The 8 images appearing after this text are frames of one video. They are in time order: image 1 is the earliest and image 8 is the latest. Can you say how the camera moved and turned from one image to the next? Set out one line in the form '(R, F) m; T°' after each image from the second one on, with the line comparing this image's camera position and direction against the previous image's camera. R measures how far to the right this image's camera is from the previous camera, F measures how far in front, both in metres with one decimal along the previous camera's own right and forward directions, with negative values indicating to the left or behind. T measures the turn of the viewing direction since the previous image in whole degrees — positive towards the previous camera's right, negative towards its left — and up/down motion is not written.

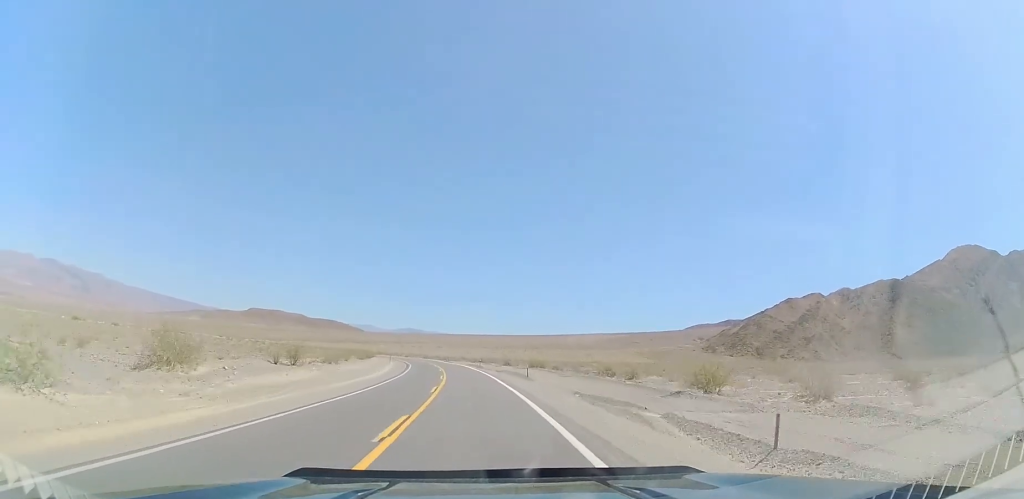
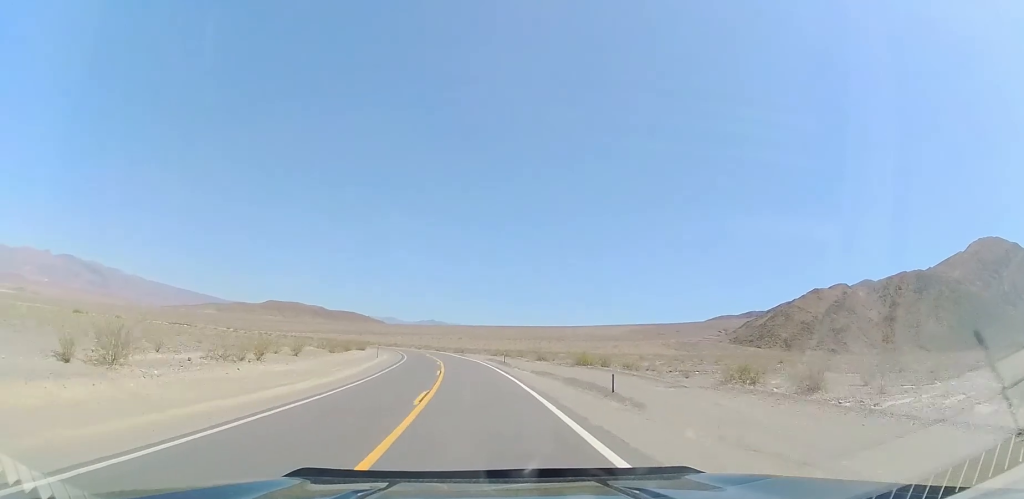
(-0.5, +23.0) m; -3°
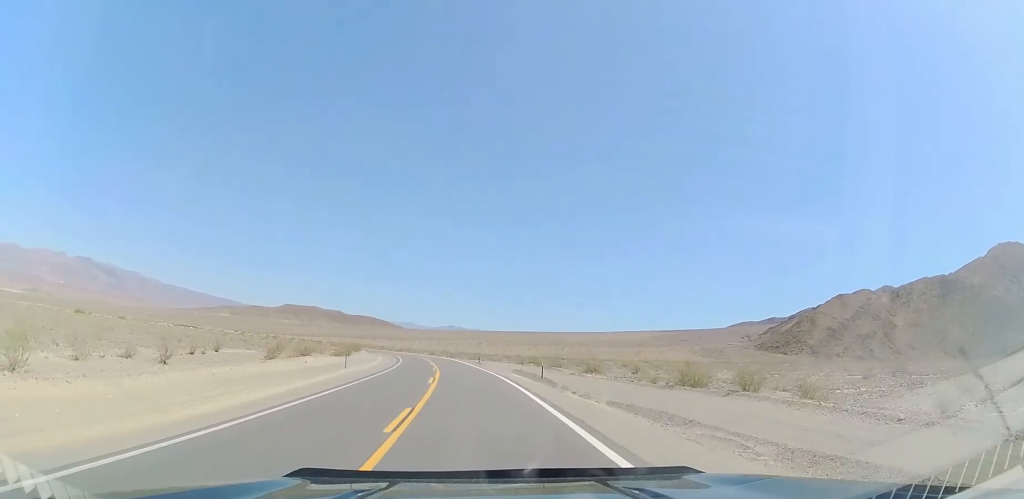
(-0.4, +19.7) m; -1°
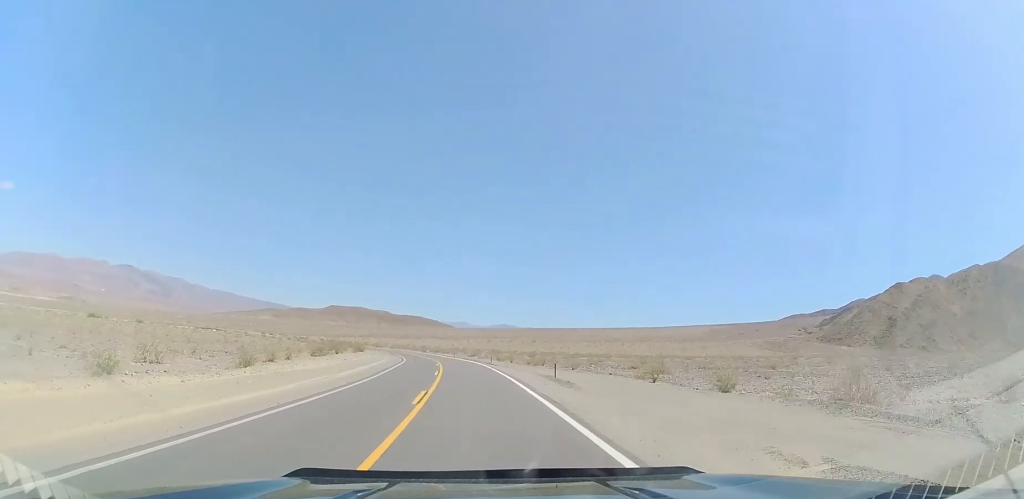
(-1.0, +38.2) m; -4°
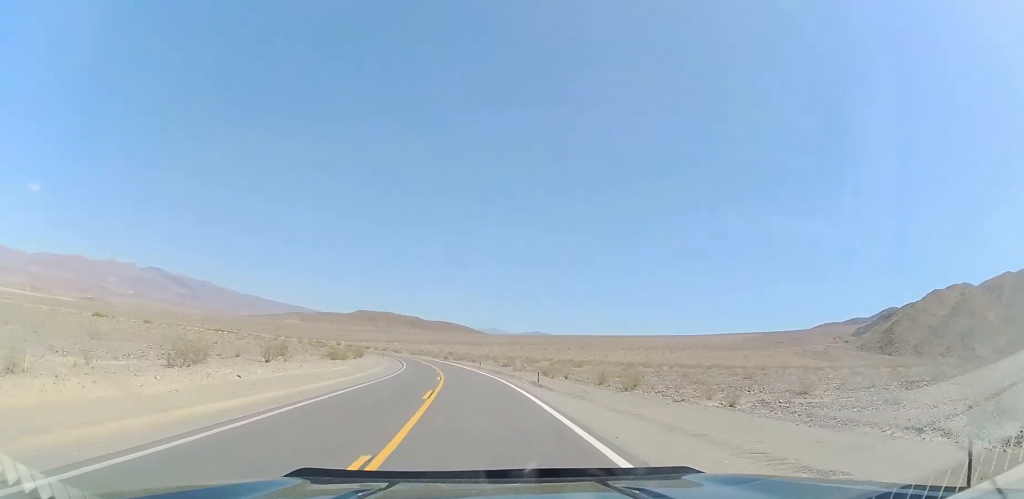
(-1.1, +26.9) m; -5°
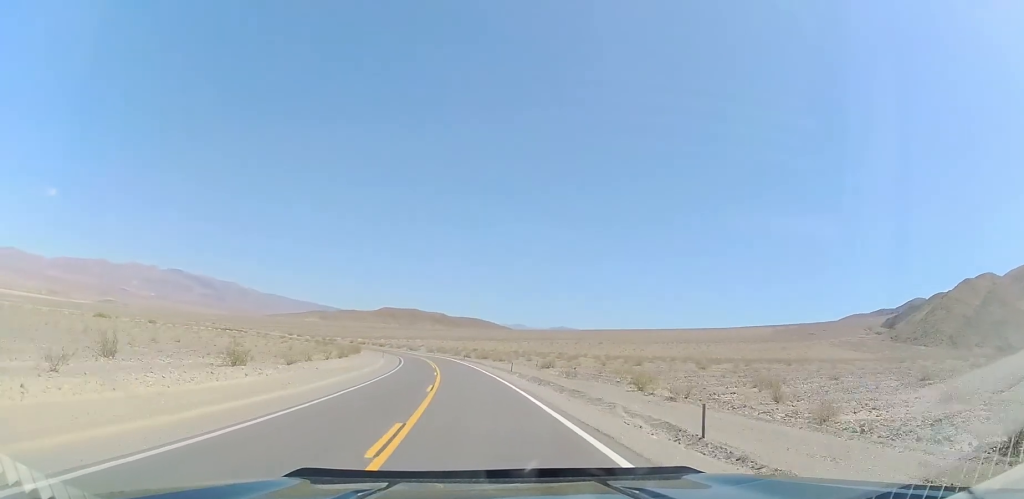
(-0.9, +25.1) m; -4°
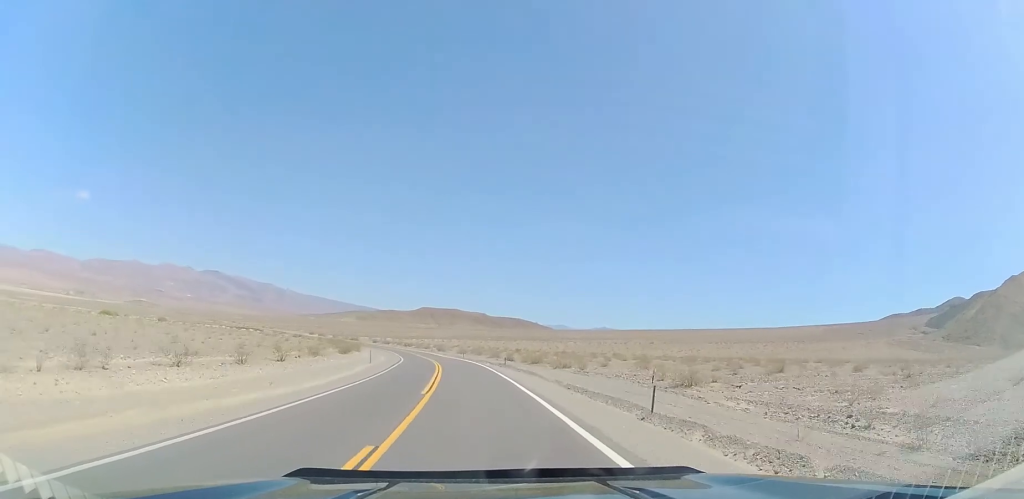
(-1.3, +32.0) m; -5°
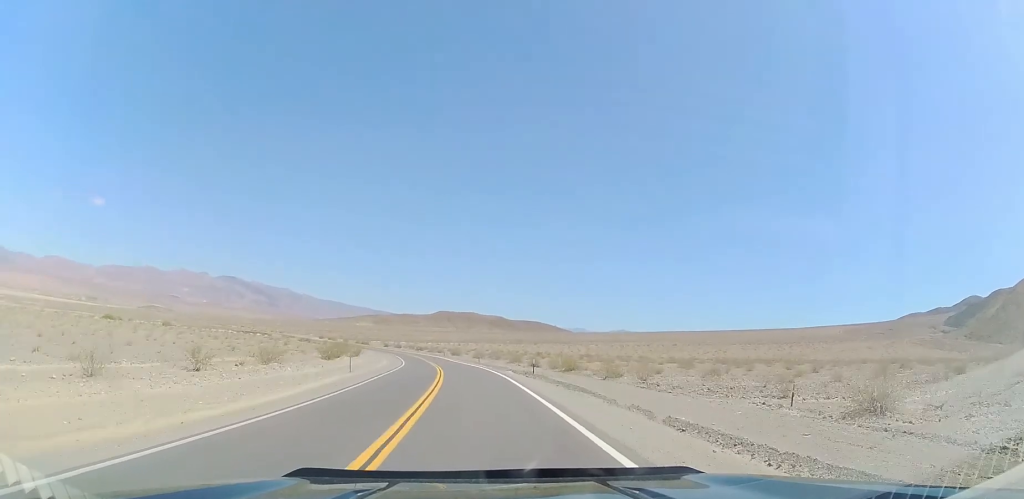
(-0.2, +13.1) m; -2°
